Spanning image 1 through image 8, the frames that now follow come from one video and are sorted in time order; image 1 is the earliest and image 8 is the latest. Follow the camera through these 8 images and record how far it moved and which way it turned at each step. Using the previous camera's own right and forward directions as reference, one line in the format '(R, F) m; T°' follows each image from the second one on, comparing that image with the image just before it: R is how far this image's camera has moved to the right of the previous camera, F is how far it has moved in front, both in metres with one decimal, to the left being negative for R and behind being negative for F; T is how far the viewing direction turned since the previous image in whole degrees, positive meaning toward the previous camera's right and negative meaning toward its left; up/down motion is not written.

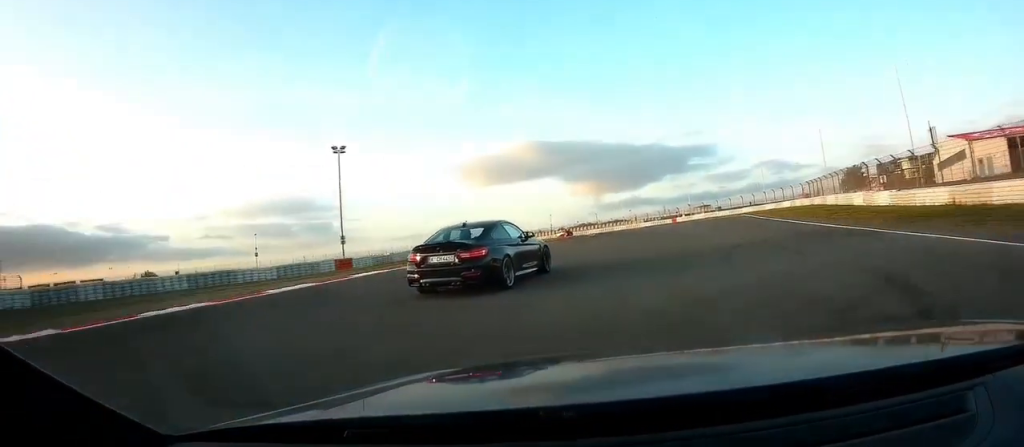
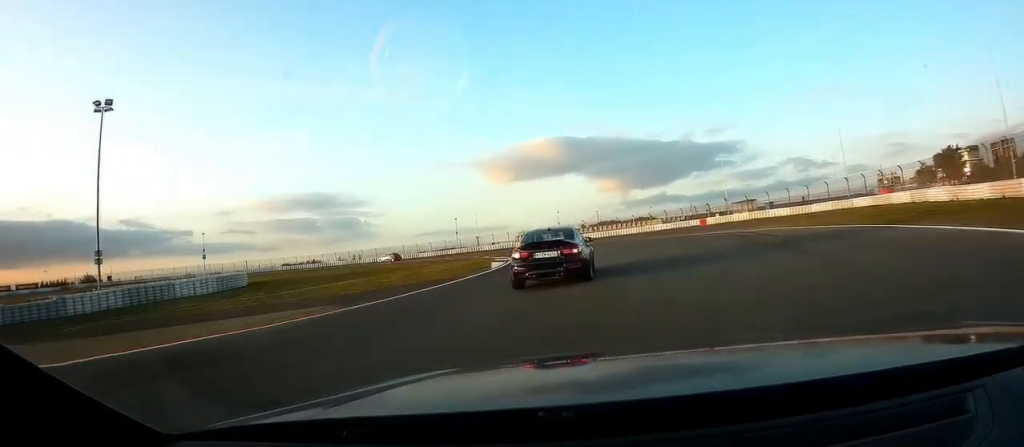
(+2.1, +11.1) m; +18°
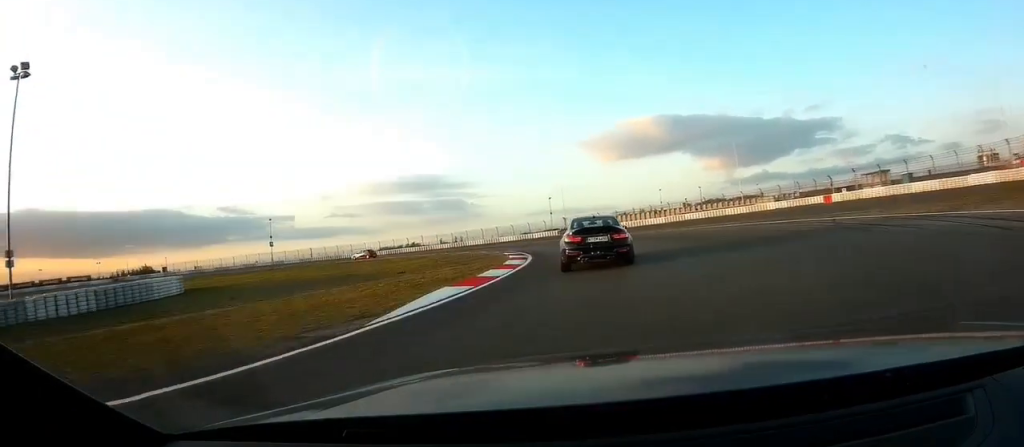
(+0.5, +10.6) m; +3°
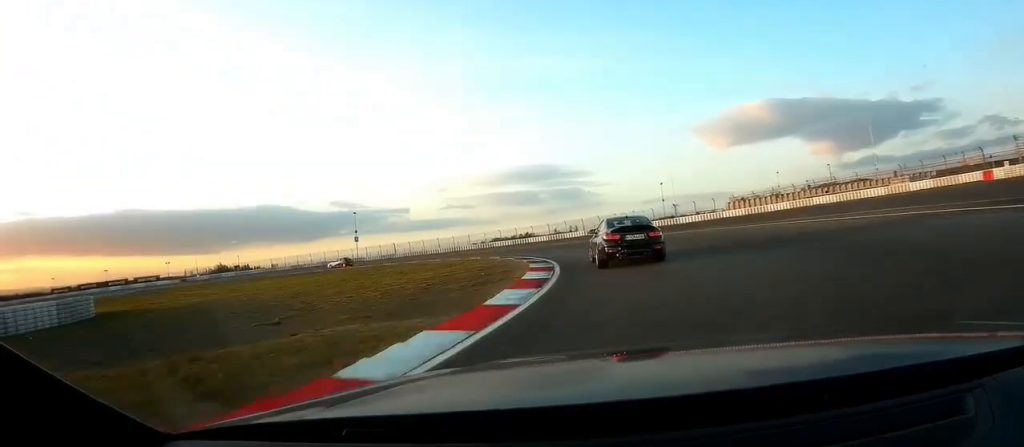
(+0.2, +14.0) m; -3°
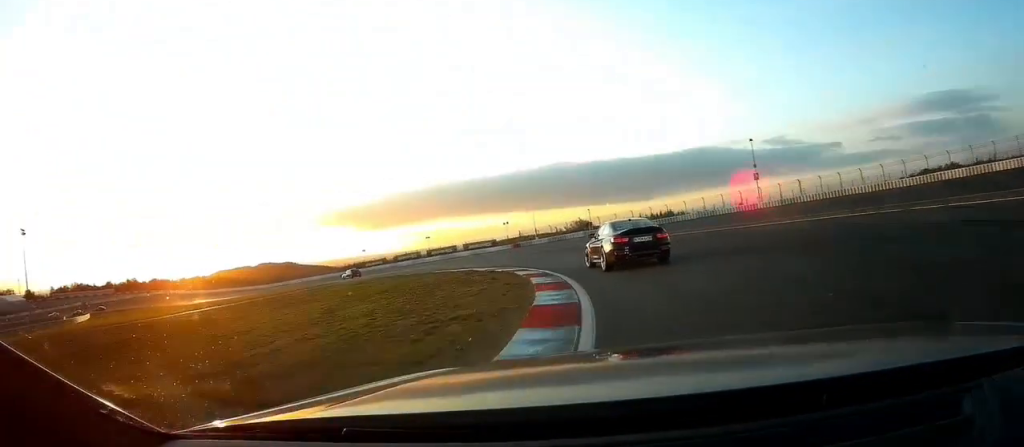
(-10.6, +56.5) m; -18°
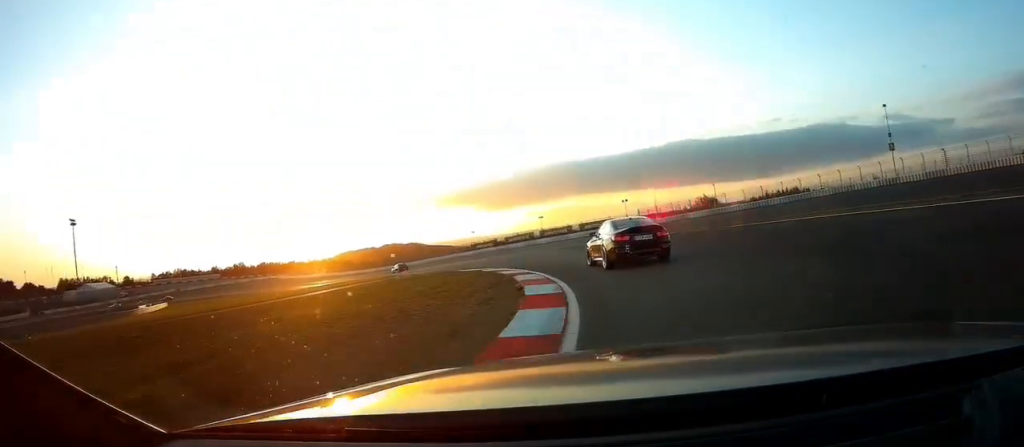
(-0.4, +16.6) m; -3°
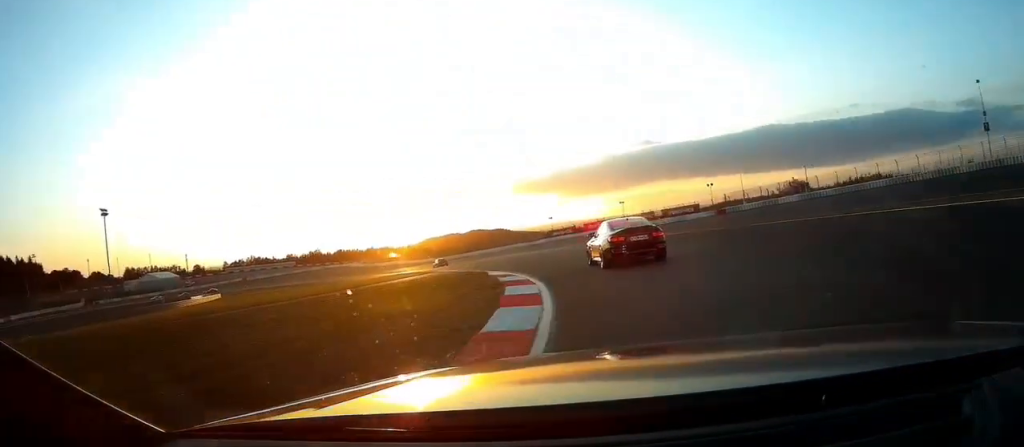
(+0.1, +11.8) m; -2°
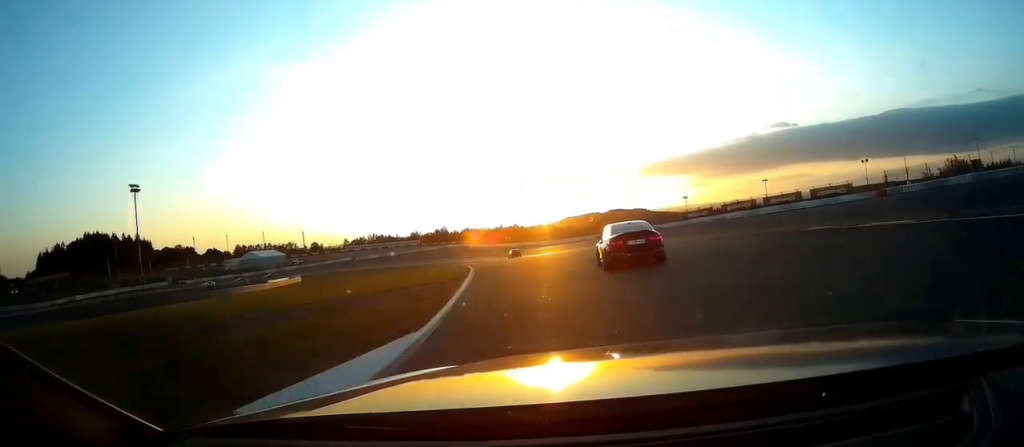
(-0.9, +22.7) m; -5°
